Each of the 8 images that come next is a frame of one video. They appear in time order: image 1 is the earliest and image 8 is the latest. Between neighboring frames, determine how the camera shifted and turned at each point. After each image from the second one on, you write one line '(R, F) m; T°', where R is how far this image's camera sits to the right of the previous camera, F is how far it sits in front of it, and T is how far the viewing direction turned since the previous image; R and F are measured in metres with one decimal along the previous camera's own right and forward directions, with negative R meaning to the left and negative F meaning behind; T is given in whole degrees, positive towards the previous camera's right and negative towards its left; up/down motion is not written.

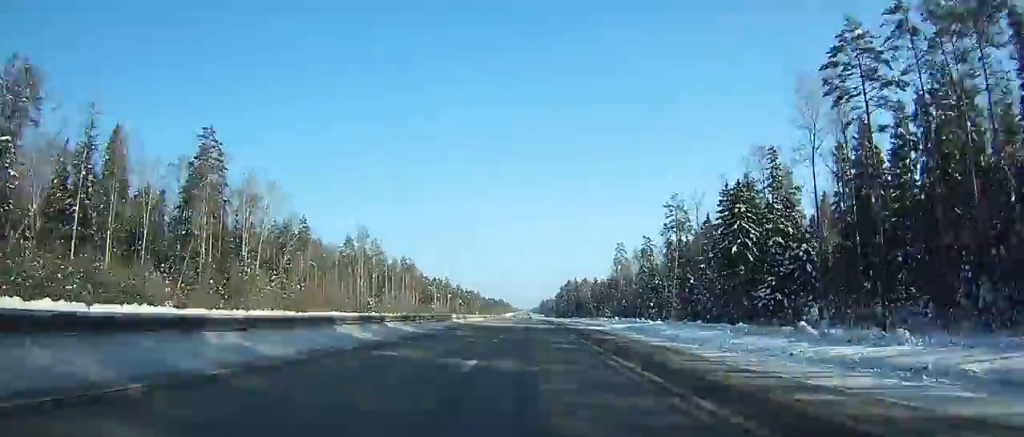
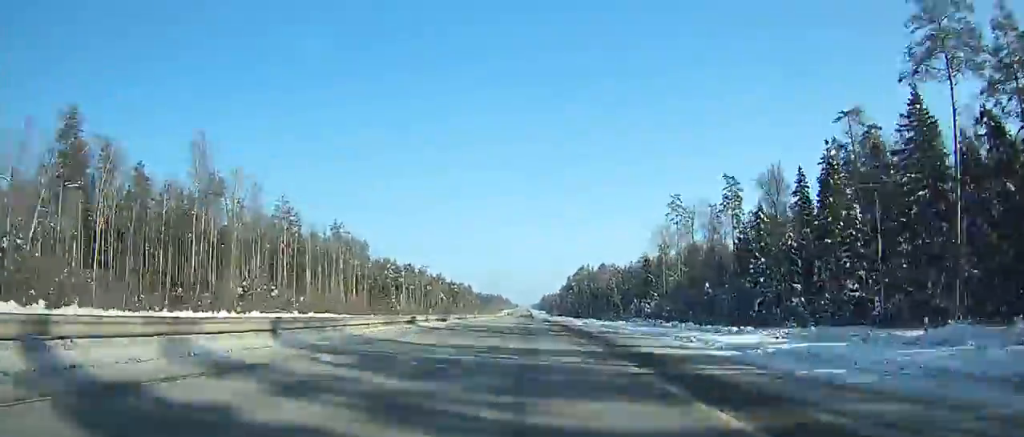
(0.0, +86.5) m; 0°
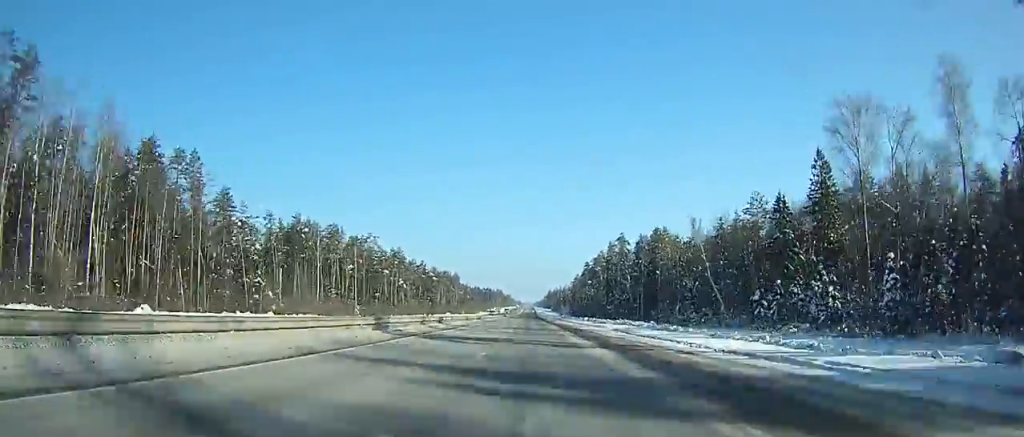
(+0.2, +105.5) m; 0°
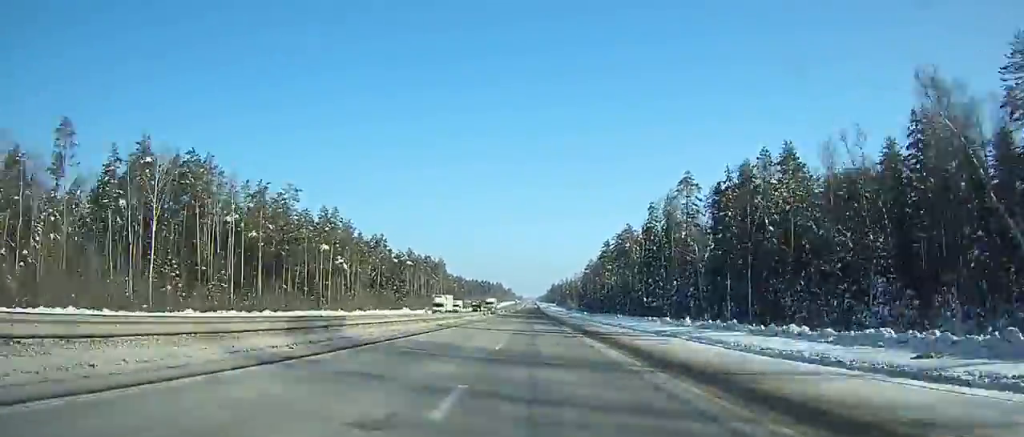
(-0.2, +69.5) m; 0°
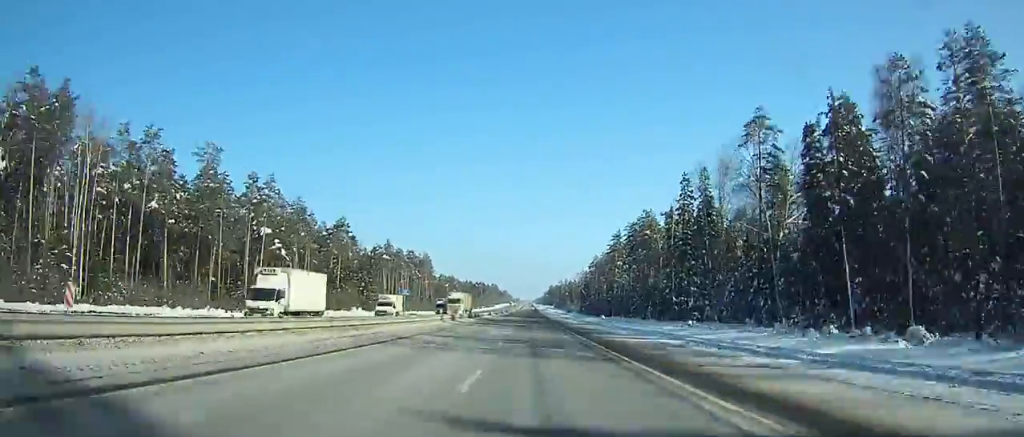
(+0.1, +33.8) m; 0°
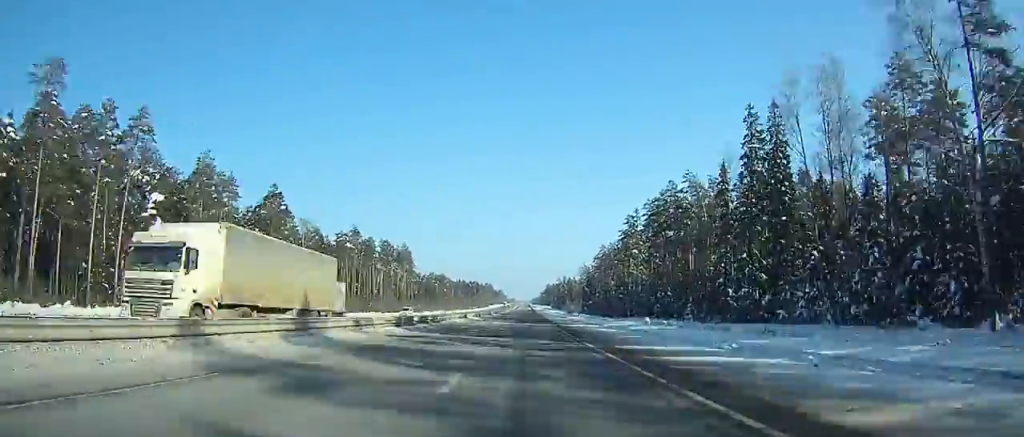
(+0.1, +36.5) m; 0°
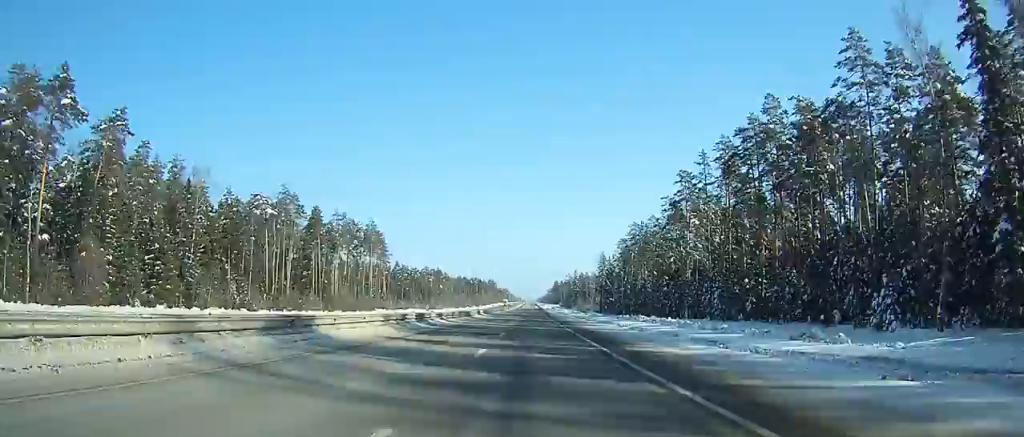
(-0.1, +54.0) m; 0°
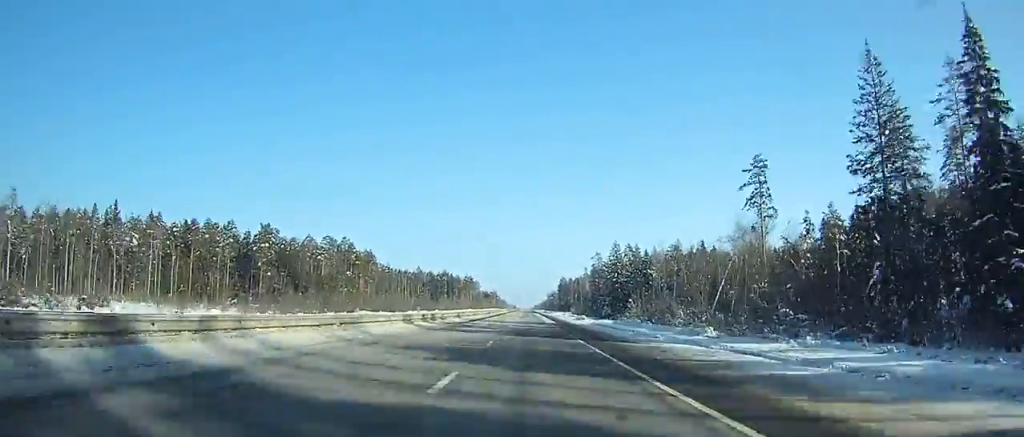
(+0.1, +213.2) m; 0°
